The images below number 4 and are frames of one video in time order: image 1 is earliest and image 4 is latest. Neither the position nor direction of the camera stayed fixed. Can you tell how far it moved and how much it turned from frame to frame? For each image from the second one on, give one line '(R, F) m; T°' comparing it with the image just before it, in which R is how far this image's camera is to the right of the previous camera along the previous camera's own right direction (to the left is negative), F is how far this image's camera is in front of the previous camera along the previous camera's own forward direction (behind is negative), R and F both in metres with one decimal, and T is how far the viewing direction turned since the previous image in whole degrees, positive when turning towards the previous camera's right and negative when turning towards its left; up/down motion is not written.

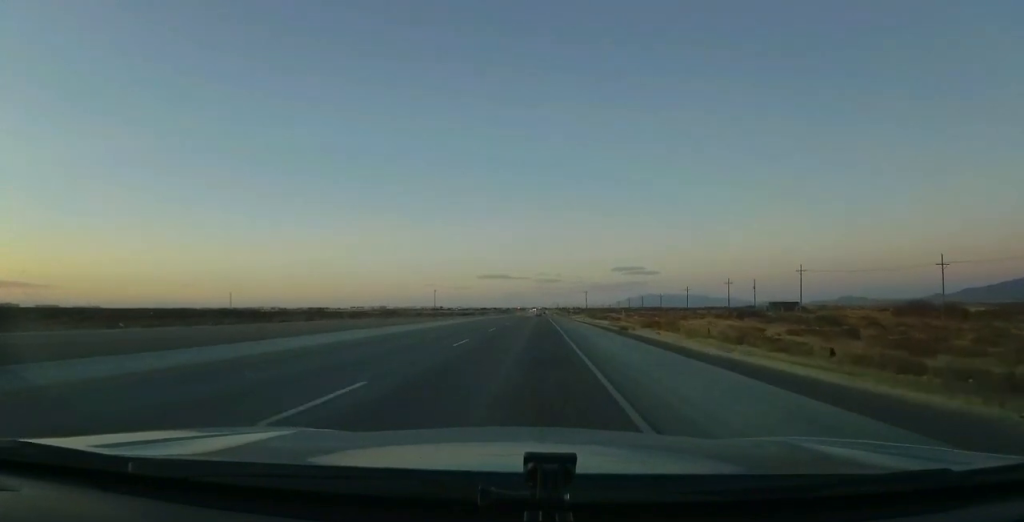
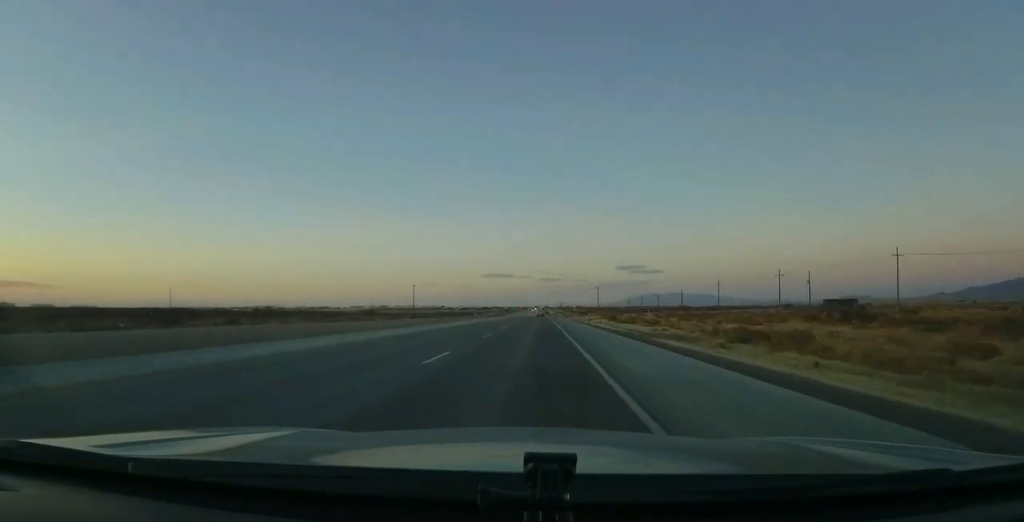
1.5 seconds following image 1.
(-0.1, +41.8) m; -1°
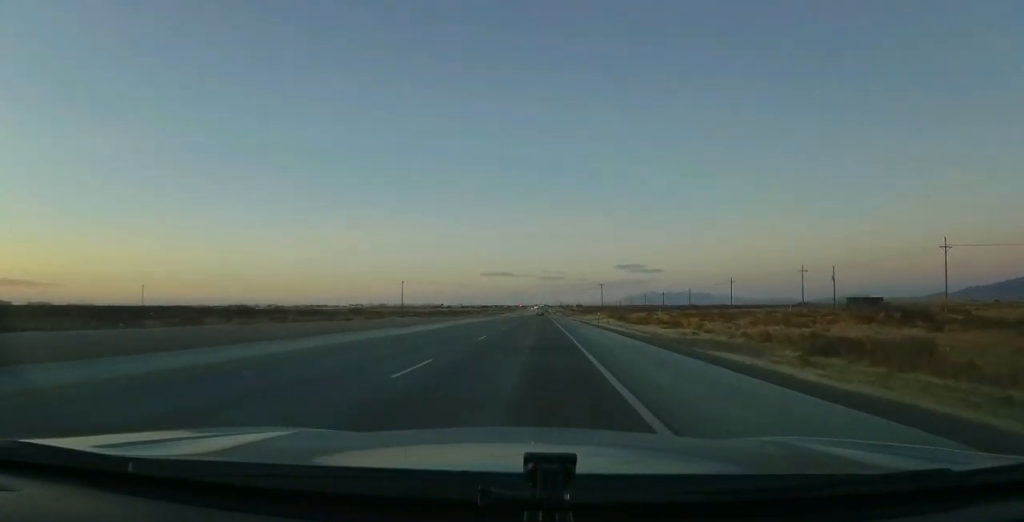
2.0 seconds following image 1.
(0.0, +14.9) m; 0°
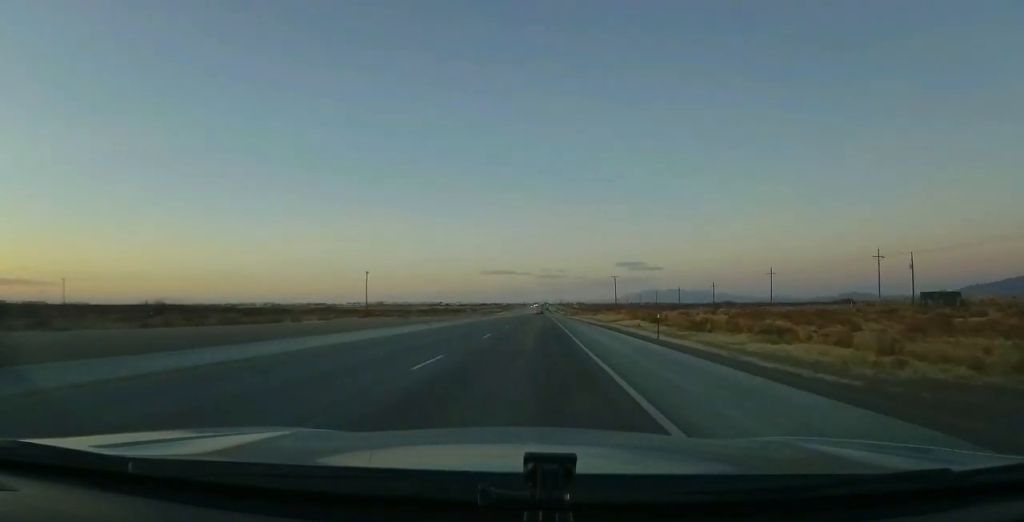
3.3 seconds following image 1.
(+0.4, +35.4) m; +1°
